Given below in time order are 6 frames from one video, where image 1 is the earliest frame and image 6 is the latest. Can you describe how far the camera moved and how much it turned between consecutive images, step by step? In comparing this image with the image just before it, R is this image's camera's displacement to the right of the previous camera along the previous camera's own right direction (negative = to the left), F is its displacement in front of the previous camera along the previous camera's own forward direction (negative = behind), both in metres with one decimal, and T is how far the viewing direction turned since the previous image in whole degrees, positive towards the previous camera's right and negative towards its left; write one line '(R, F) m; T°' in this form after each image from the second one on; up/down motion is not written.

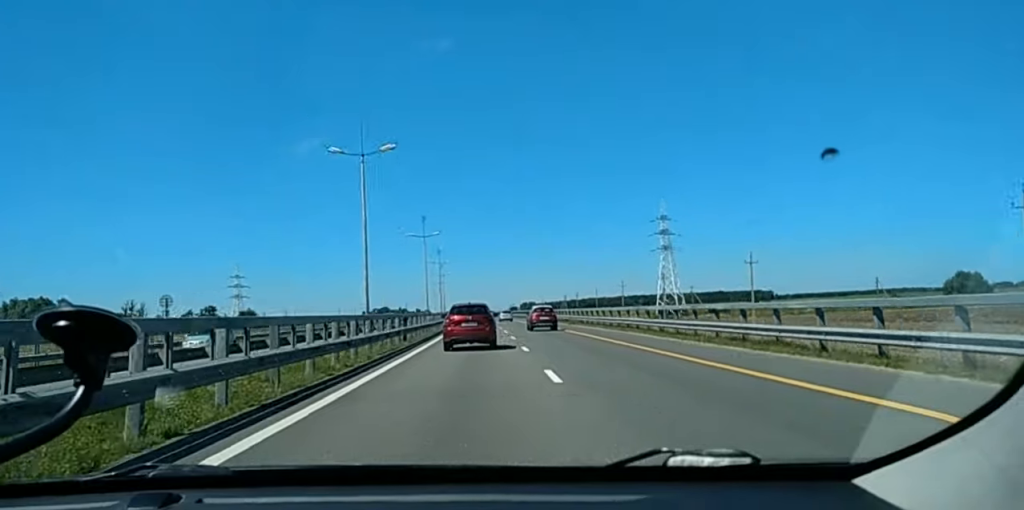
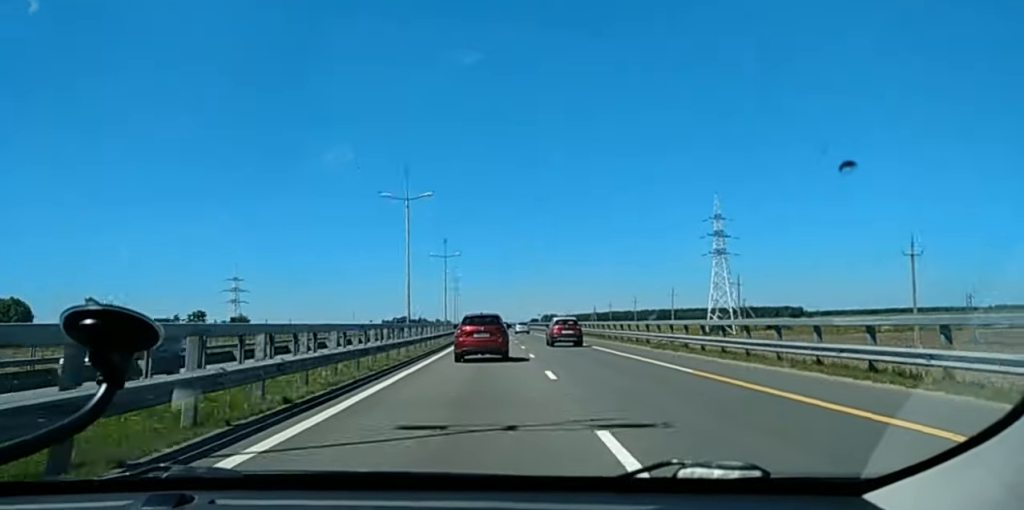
(0.0, +31.6) m; 0°
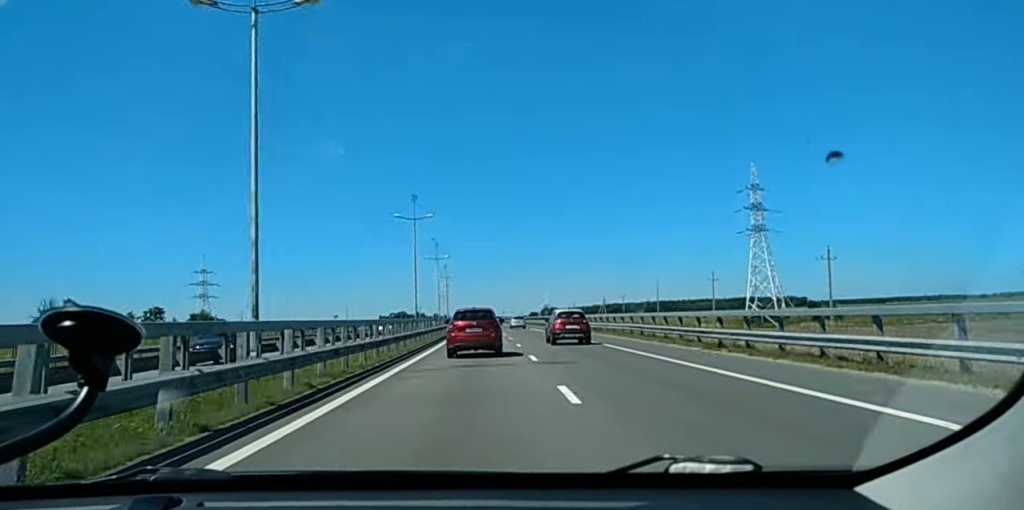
(+0.2, +32.7) m; 0°
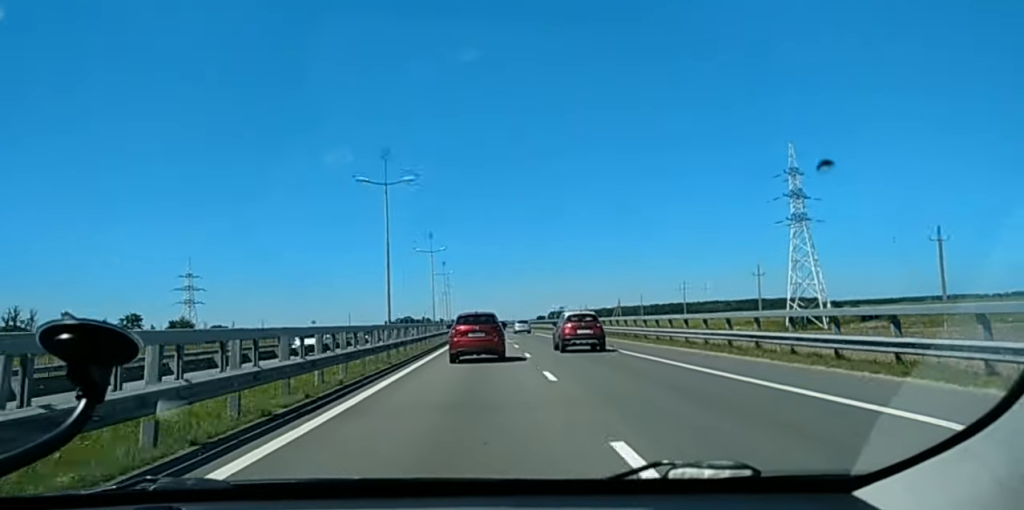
(-0.2, +18.7) m; 0°
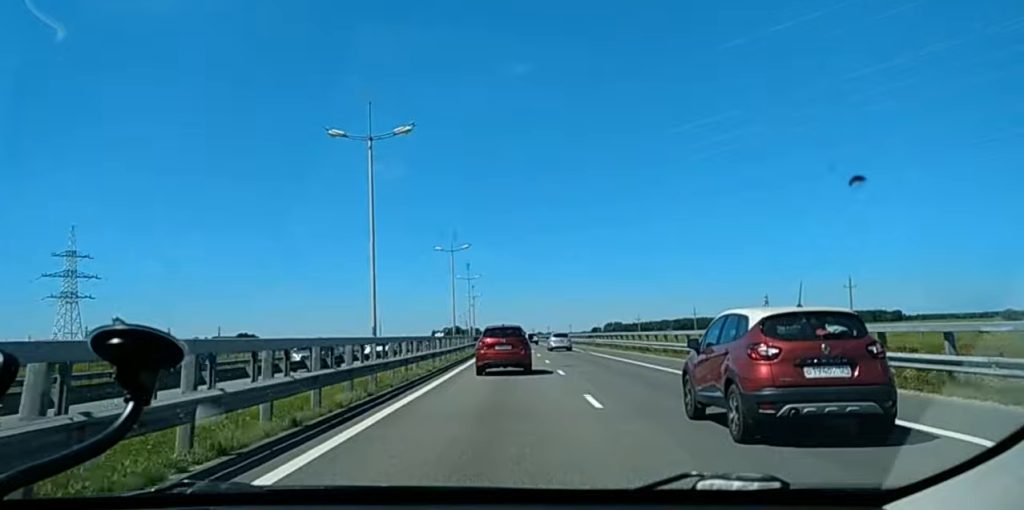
(-0.3, +102.4) m; 0°
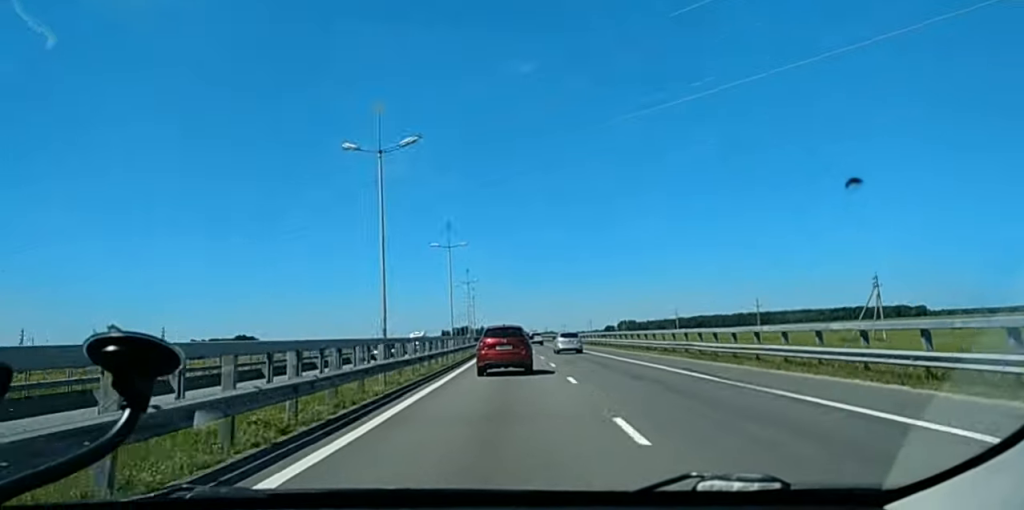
(-0.1, +44.2) m; -1°
